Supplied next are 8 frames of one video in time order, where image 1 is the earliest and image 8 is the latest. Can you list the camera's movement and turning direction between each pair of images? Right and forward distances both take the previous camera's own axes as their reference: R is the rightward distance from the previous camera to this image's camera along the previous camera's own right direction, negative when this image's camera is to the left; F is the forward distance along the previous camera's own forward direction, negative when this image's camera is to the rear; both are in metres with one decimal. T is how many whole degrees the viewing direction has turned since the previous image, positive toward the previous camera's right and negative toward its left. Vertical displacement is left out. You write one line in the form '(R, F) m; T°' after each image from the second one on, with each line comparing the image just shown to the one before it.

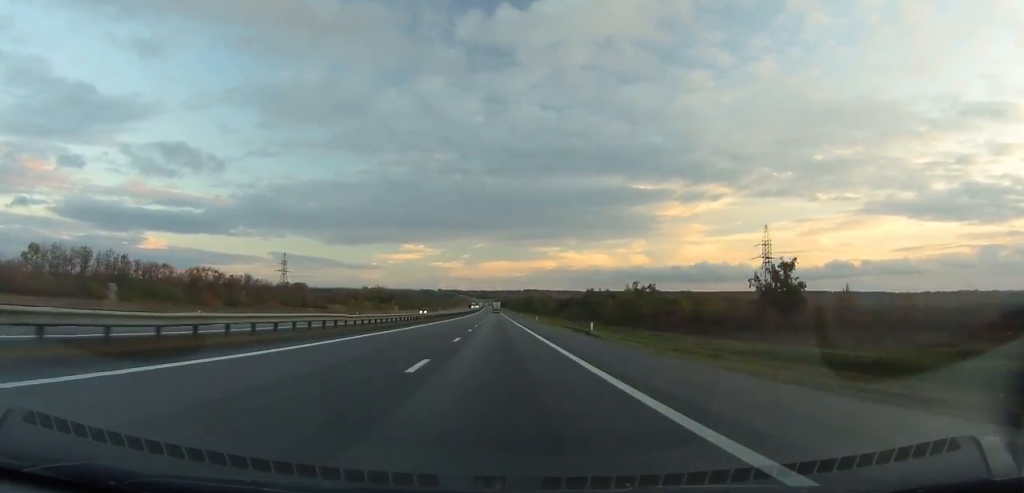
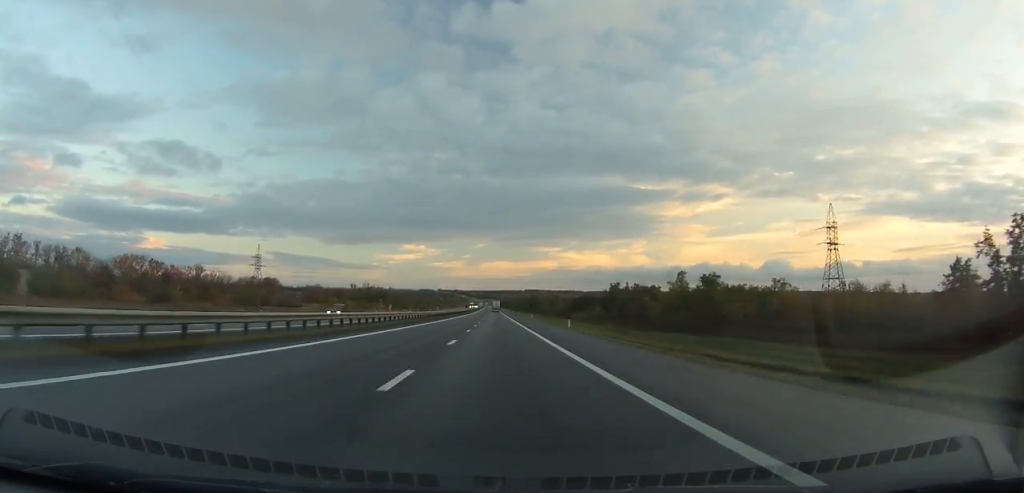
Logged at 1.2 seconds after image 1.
(-0.1, +37.2) m; 0°
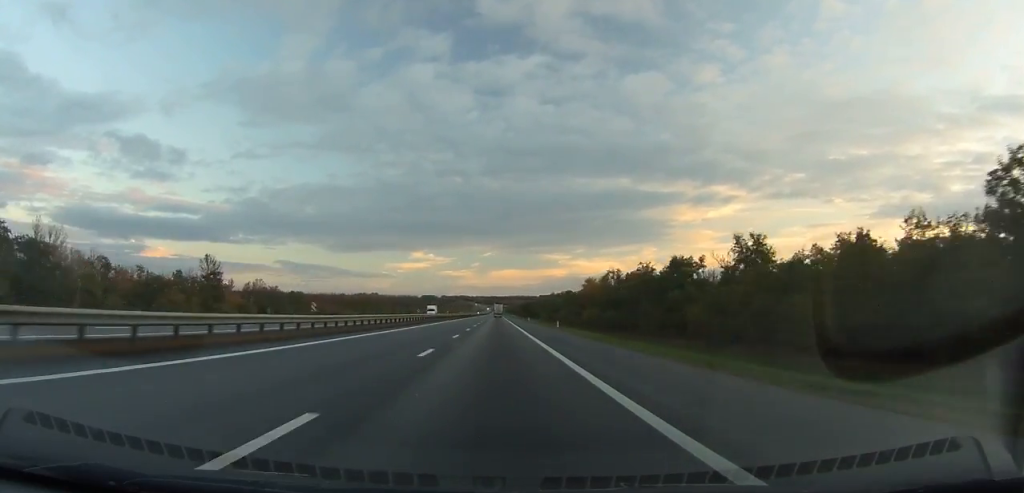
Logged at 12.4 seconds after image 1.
(-0.8, +343.0) m; 0°
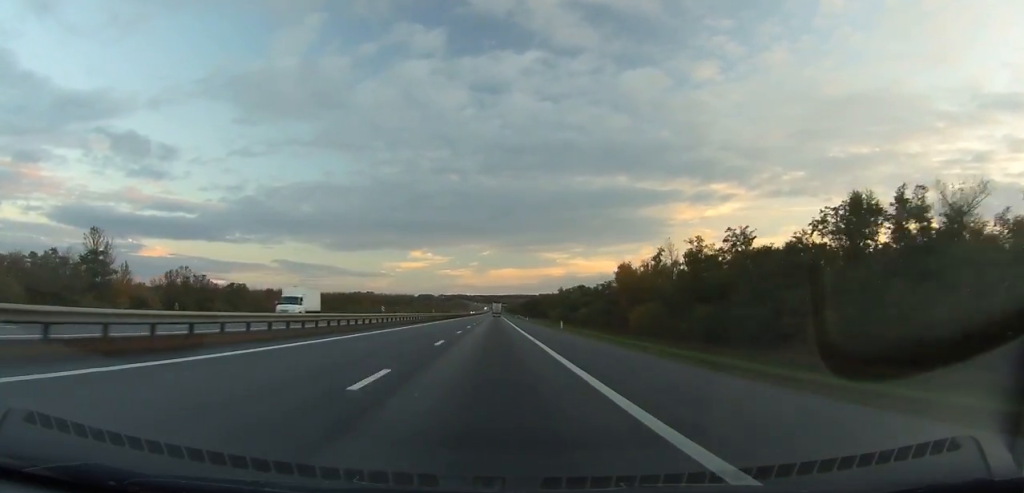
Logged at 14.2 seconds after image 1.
(-0.1, +54.9) m; 0°
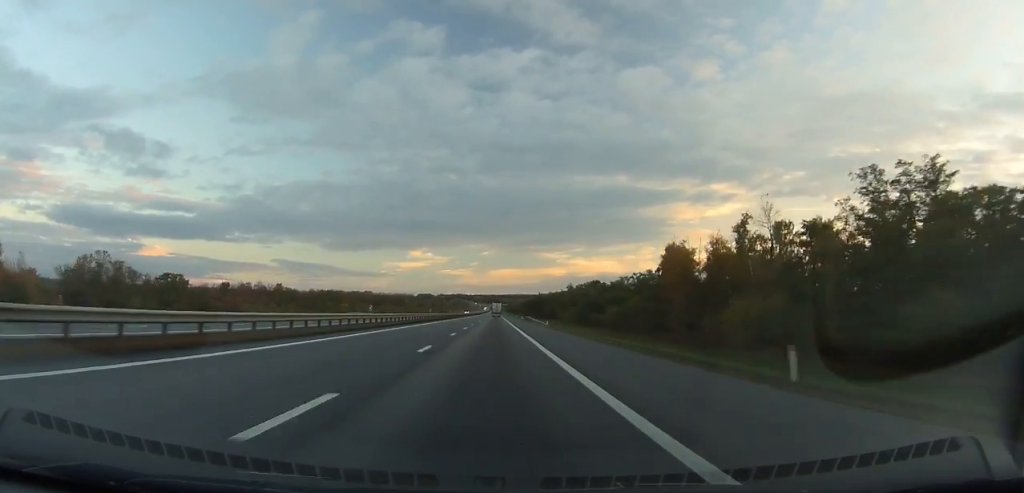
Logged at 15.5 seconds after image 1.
(0.0, +39.6) m; 0°
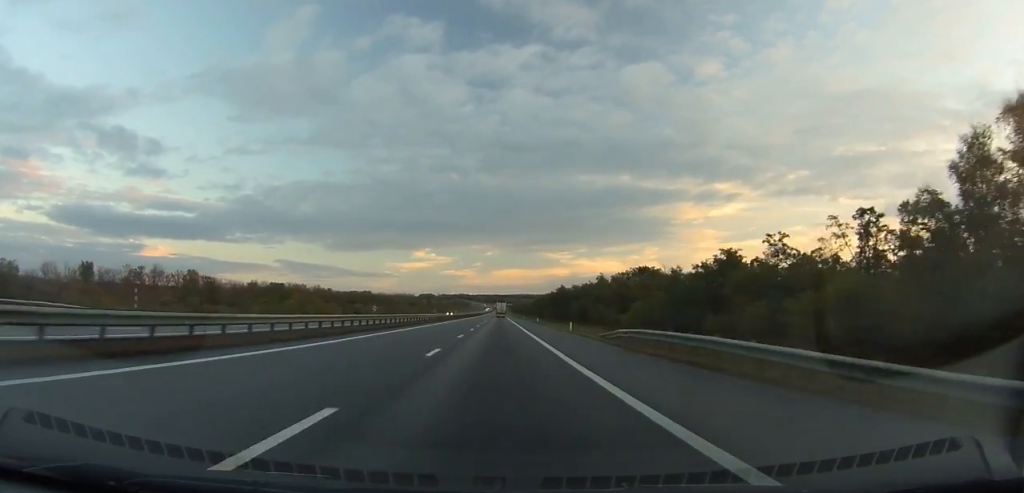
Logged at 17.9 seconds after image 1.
(-0.4, +72.8) m; 0°
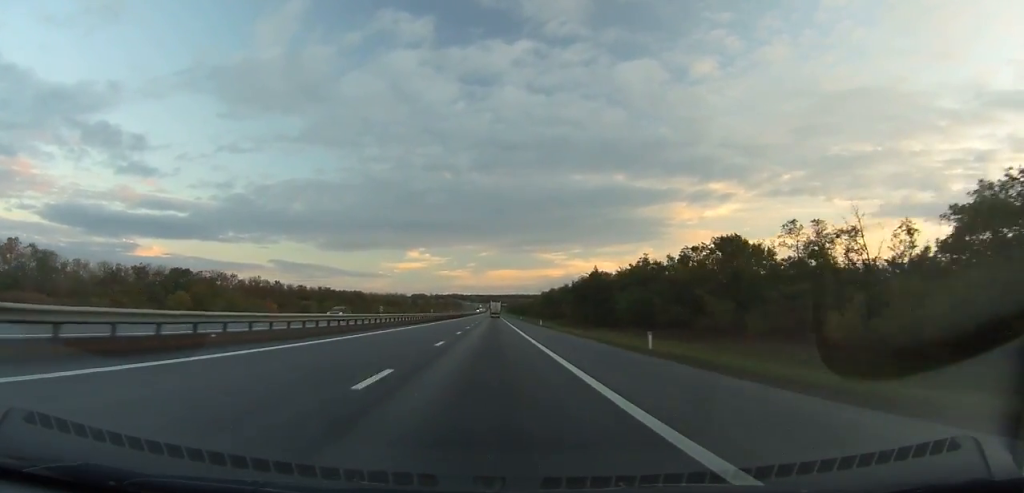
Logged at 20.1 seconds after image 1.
(0.0, +66.4) m; 0°
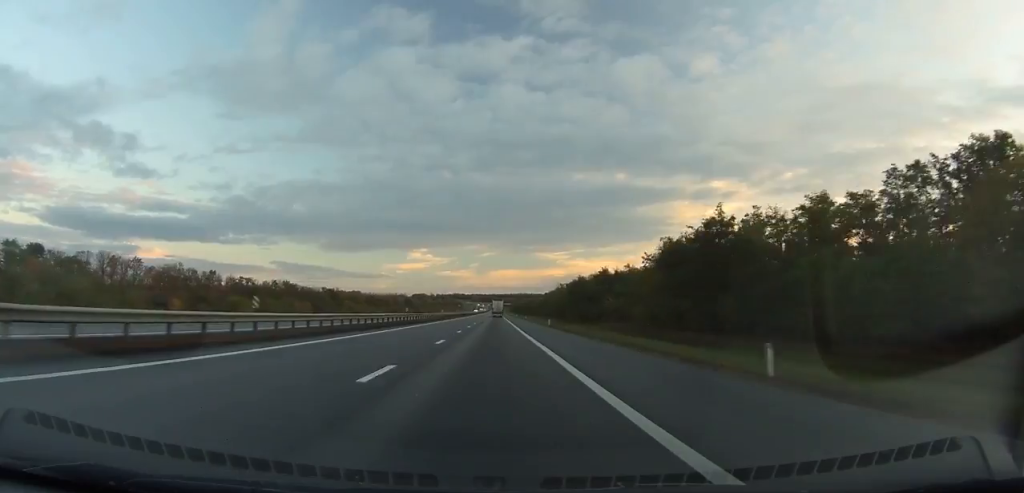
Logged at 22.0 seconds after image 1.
(+0.3, +56.9) m; 0°
